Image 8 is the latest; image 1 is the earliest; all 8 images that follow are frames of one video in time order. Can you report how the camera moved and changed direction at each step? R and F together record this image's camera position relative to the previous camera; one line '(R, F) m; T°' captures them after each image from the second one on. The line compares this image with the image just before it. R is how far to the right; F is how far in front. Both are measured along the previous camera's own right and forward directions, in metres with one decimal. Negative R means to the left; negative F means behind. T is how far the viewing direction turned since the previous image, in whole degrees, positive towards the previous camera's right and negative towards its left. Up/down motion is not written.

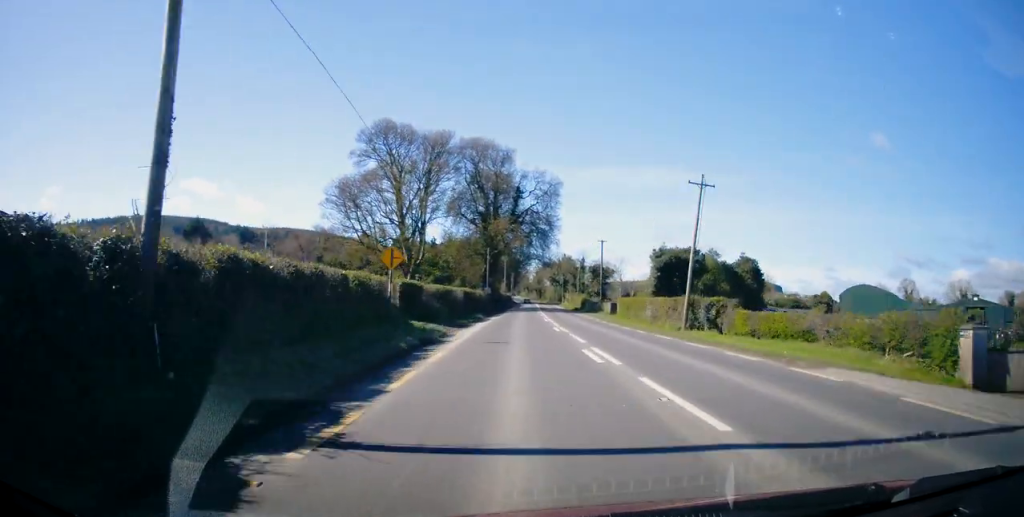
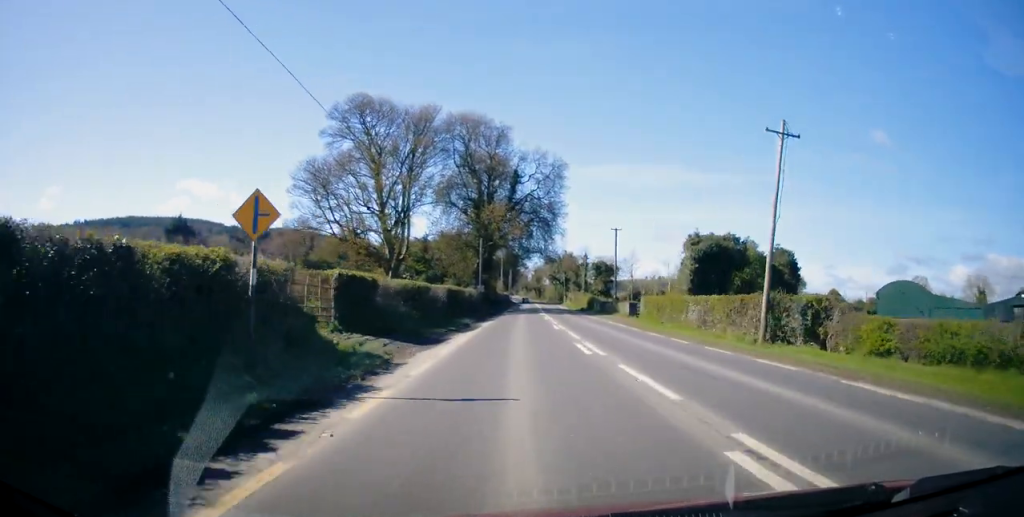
(+0.1, +10.1) m; 0°
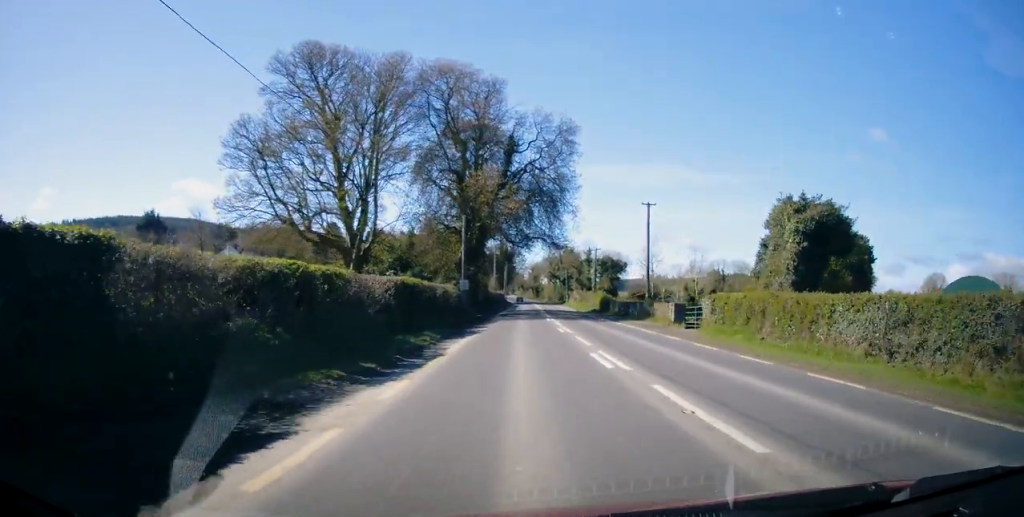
(0.0, +14.5) m; 0°
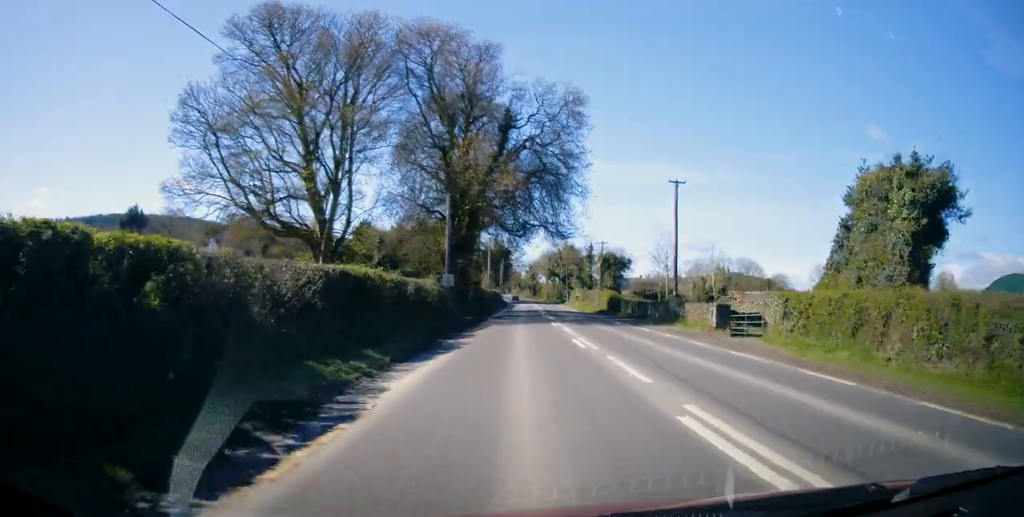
(0.0, +7.6) m; 0°
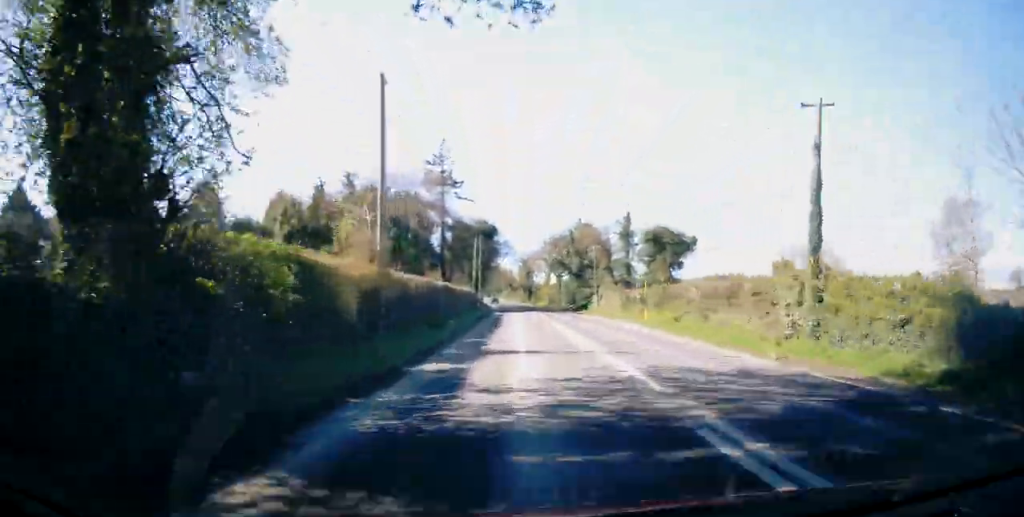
(-0.1, +48.2) m; +1°
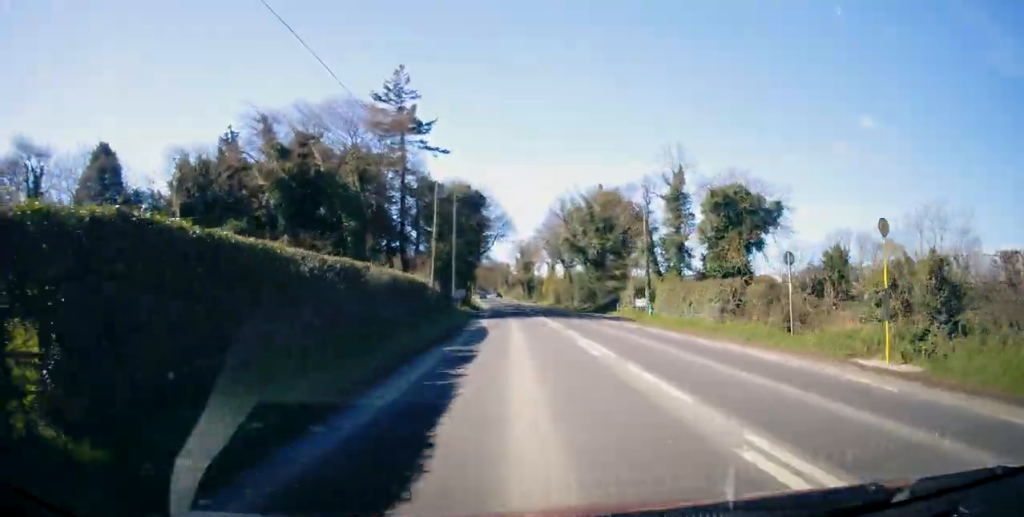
(+0.5, +24.7) m; 0°
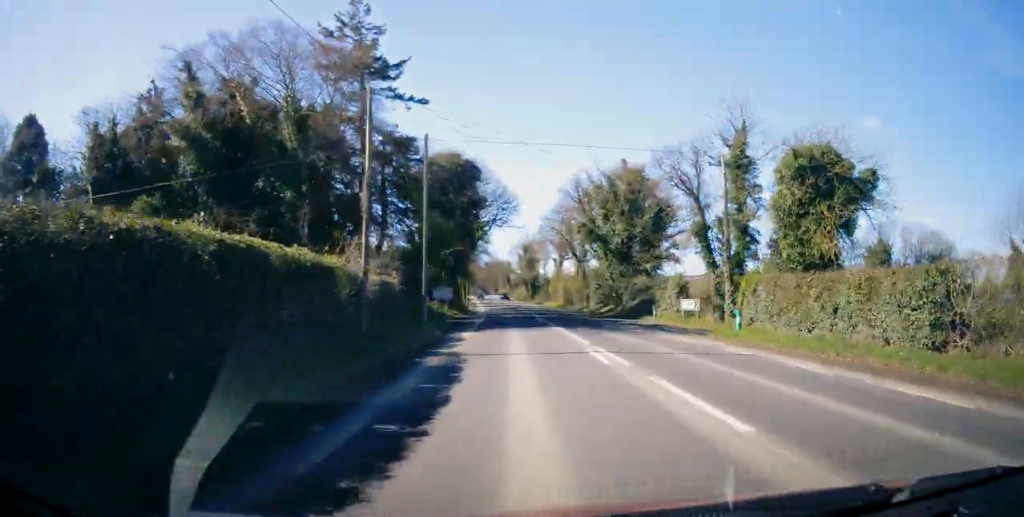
(-0.3, +13.8) m; -1°
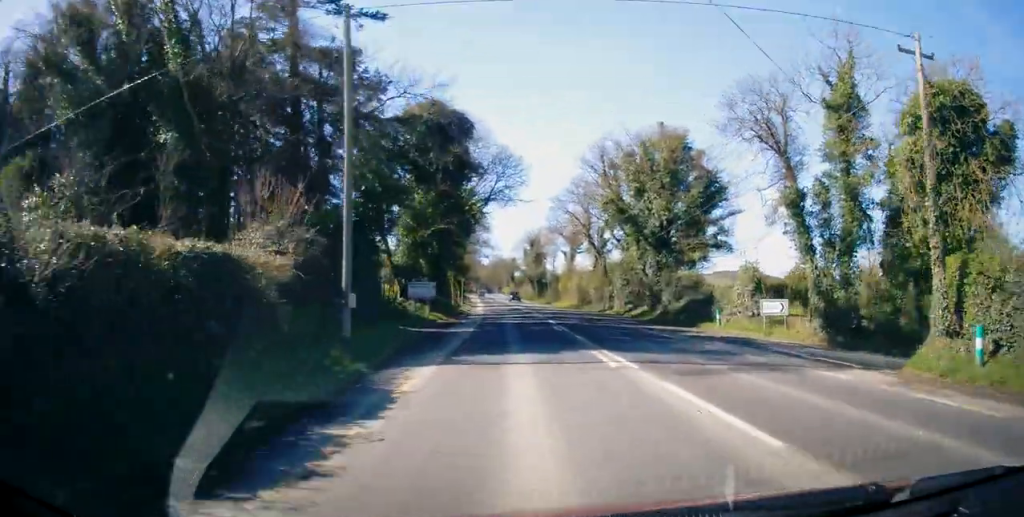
(0.0, +12.6) m; -1°
